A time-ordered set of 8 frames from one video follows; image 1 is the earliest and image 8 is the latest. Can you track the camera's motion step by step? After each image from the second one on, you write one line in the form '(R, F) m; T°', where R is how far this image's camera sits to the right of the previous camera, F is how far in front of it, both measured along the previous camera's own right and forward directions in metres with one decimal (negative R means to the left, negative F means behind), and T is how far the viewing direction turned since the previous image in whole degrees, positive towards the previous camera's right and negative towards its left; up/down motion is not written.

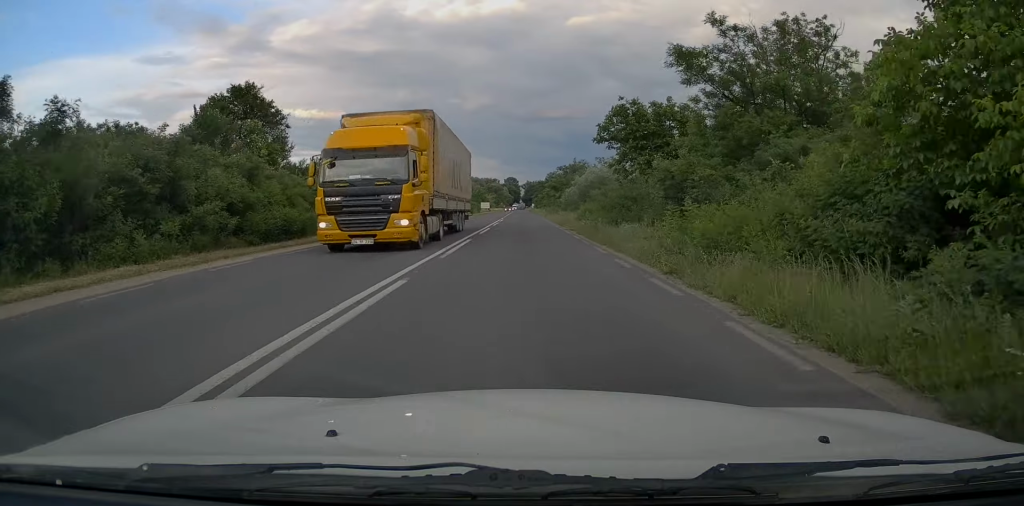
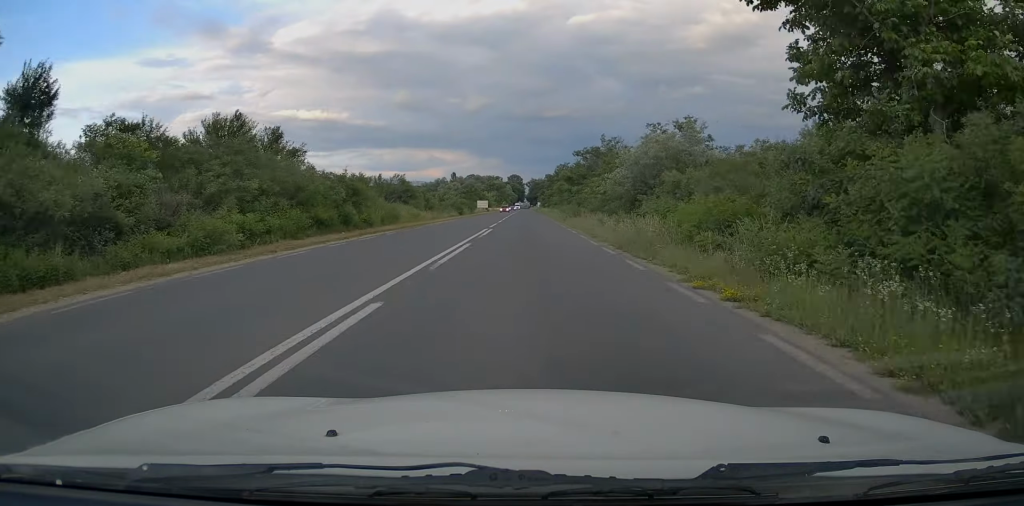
(0.0, +24.8) m; 0°
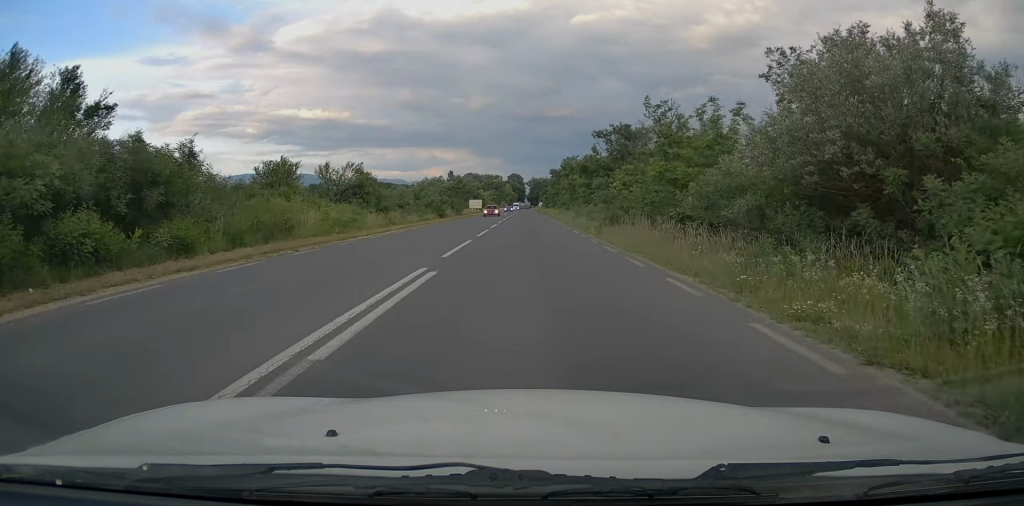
(0.0, +19.3) m; +1°
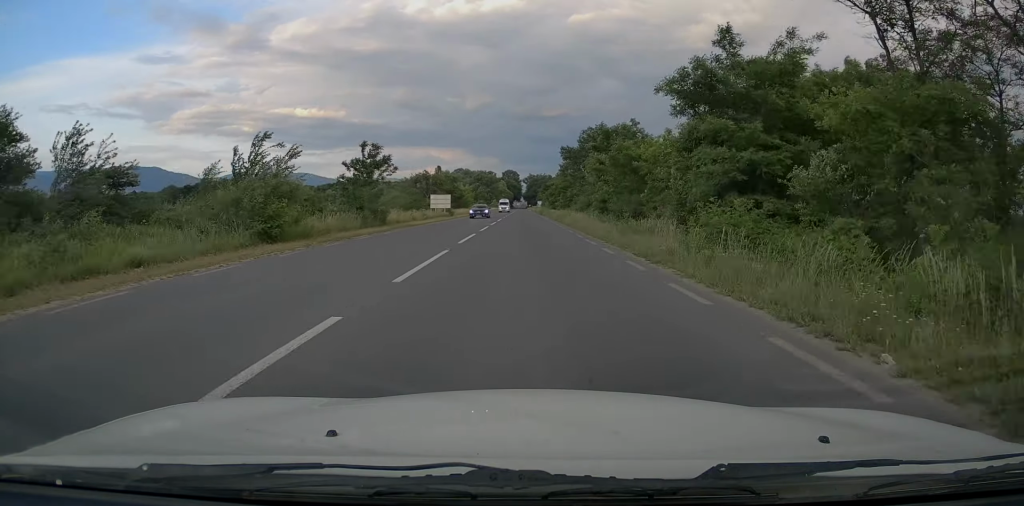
(0.0, +40.6) m; -1°
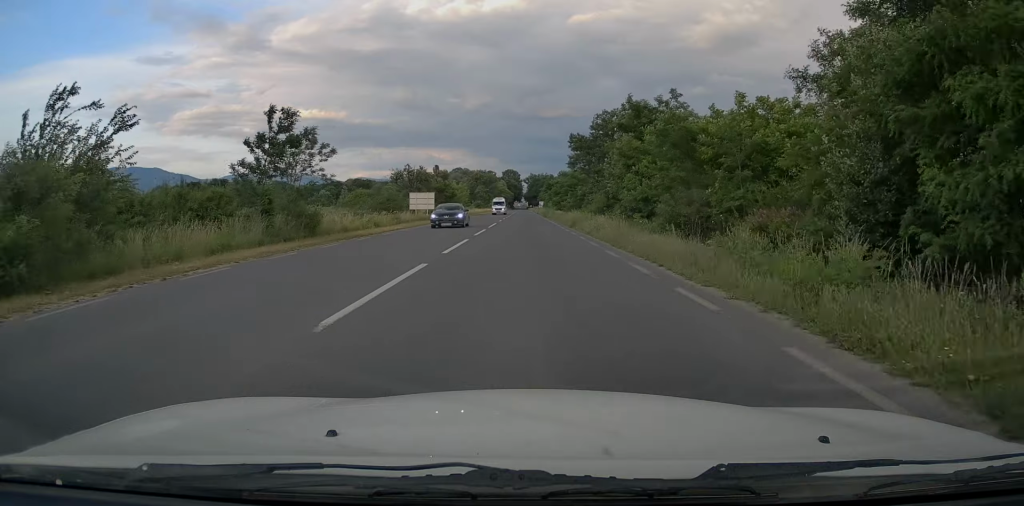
(0.0, +12.4) m; 0°
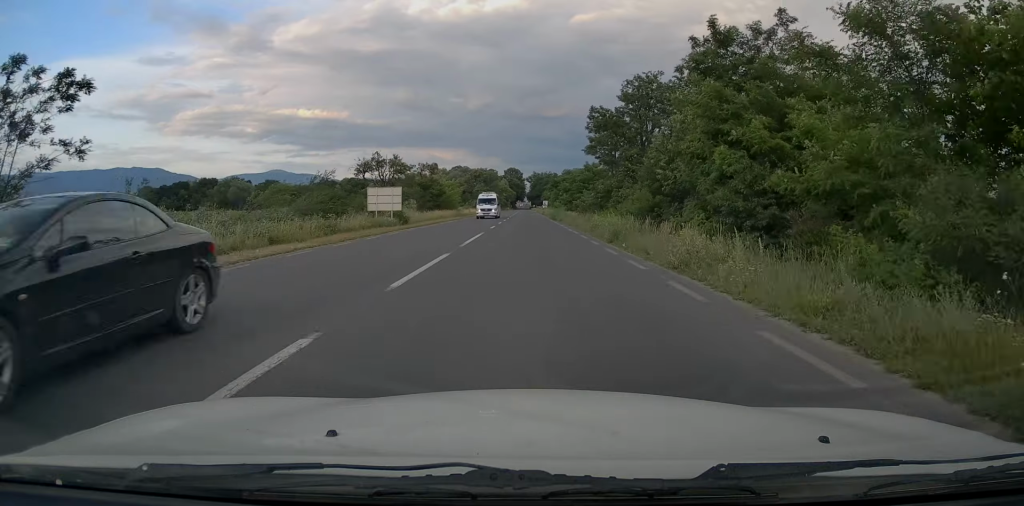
(0.0, +15.2) m; 0°
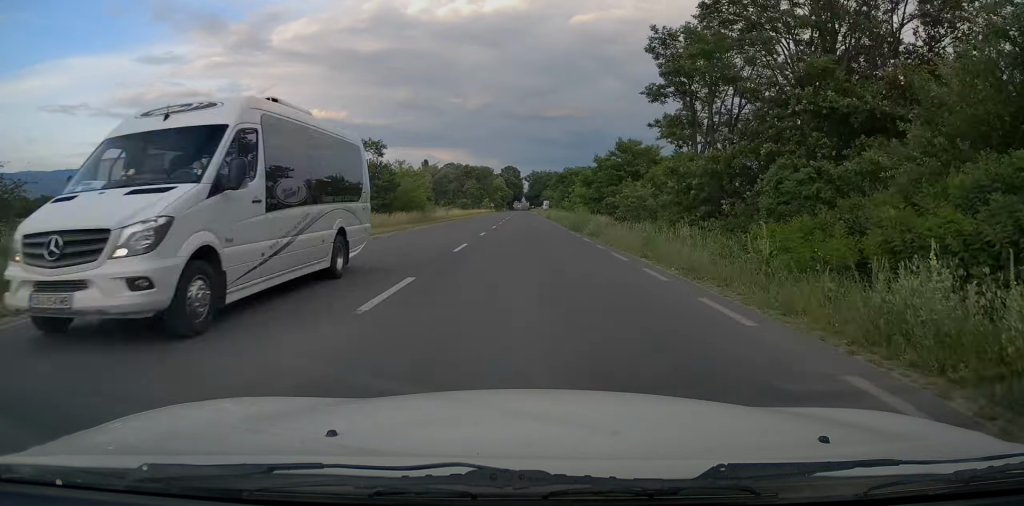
(-0.1, +25.7) m; 0°
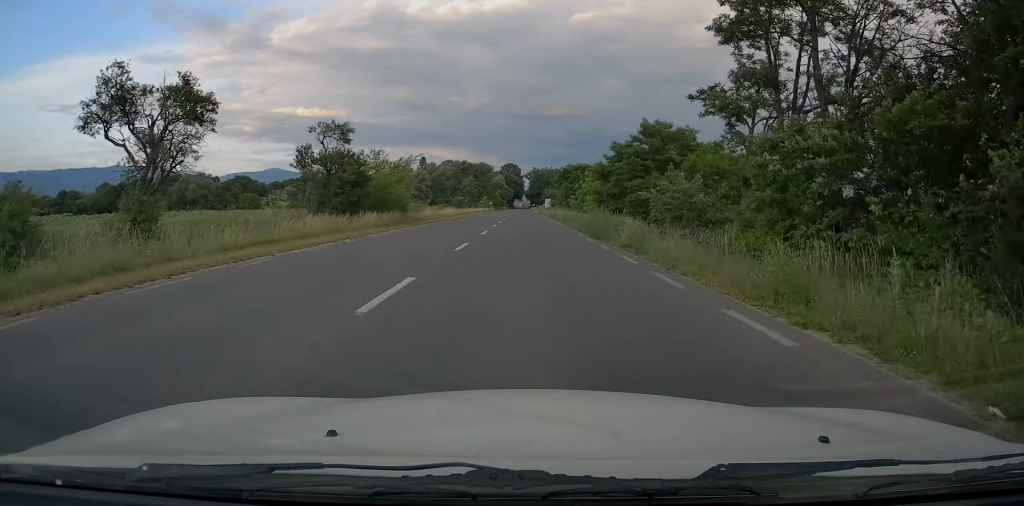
(0.0, +9.1) m; 0°
